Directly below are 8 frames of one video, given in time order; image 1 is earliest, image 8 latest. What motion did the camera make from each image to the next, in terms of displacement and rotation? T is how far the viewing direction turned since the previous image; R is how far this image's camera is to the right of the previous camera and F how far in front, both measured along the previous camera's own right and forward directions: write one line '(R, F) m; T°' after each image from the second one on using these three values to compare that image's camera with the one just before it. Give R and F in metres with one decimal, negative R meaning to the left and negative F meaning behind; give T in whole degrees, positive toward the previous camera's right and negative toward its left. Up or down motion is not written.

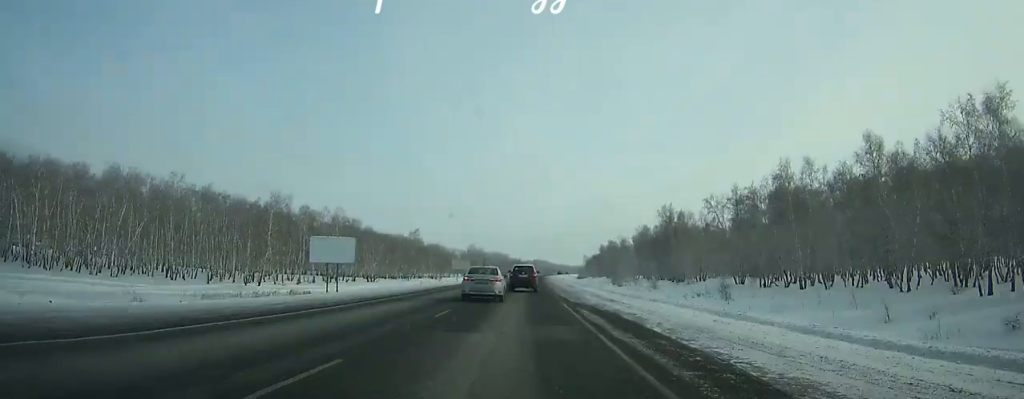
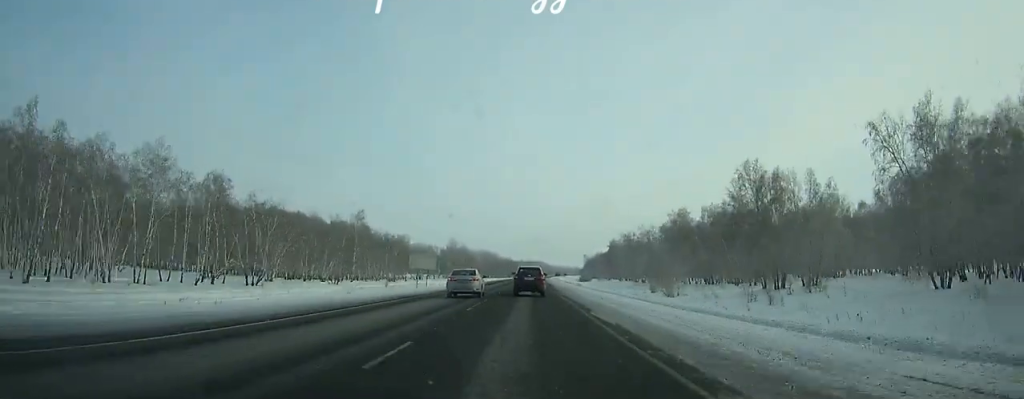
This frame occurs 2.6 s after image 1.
(+0.2, +61.1) m; 0°
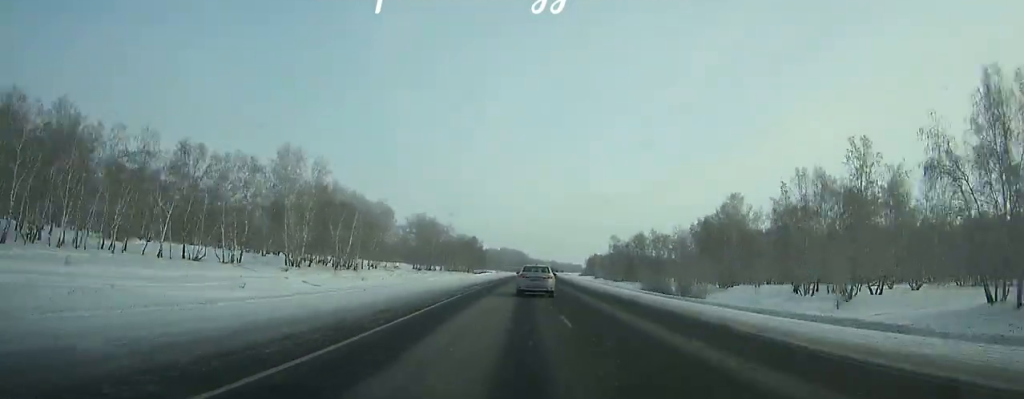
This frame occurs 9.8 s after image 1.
(+3.9, +186.8) m; +4°
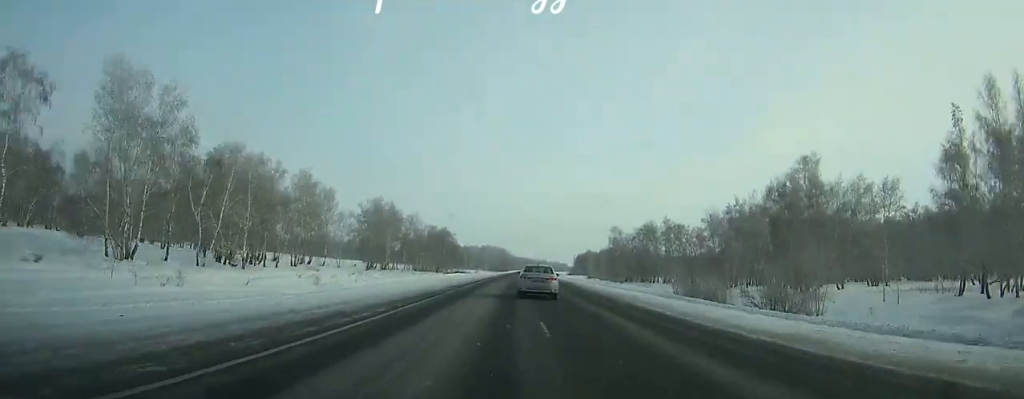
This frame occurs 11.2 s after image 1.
(+0.4, +37.7) m; +1°
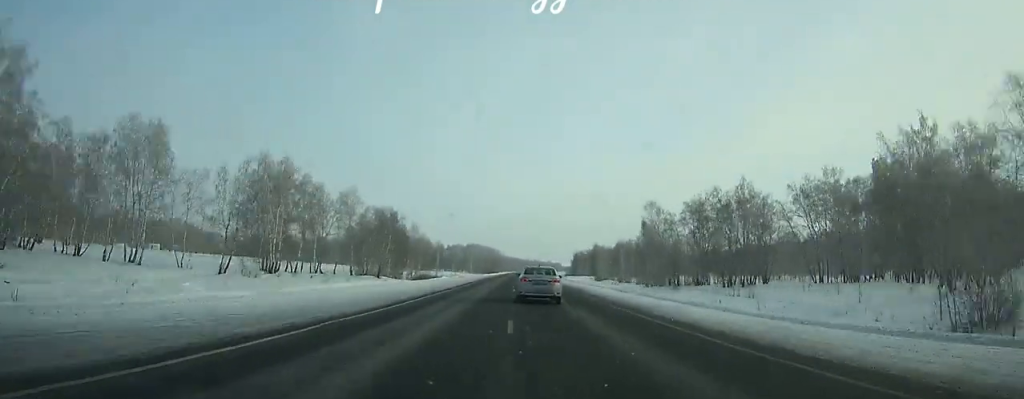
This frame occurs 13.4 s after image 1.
(+0.7, +59.3) m; +1°
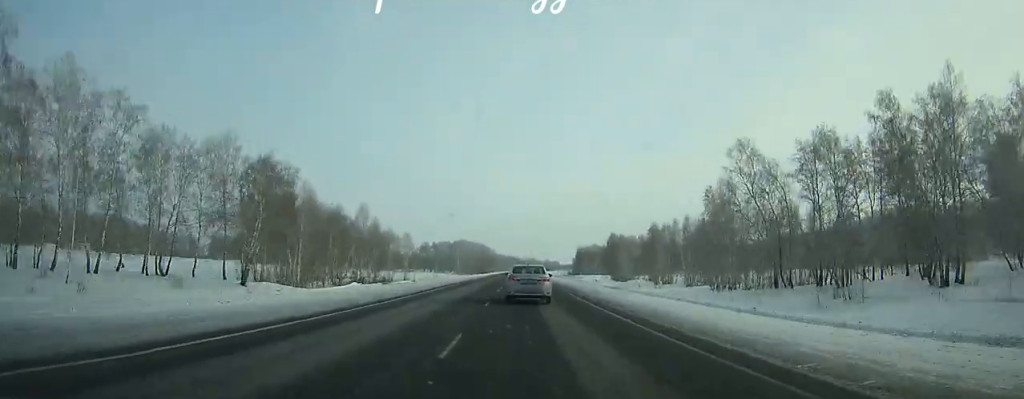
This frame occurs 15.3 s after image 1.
(+0.2, +50.7) m; 0°
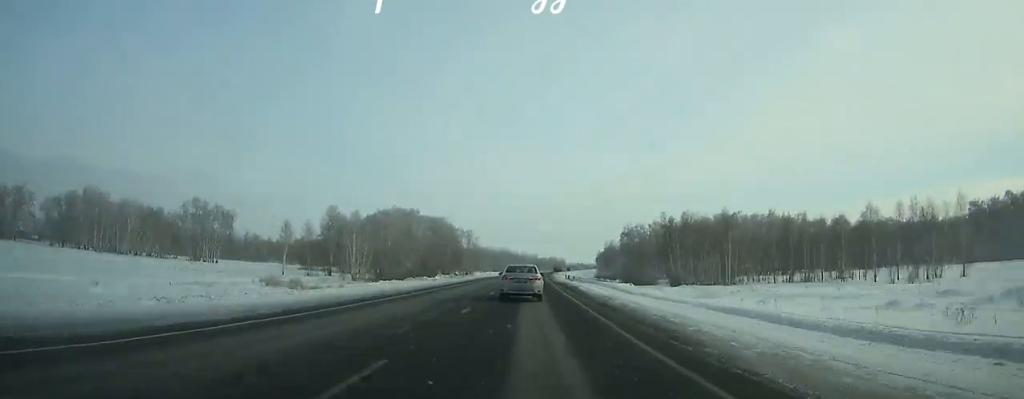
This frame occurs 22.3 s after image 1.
(+0.8, +184.2) m; +1°
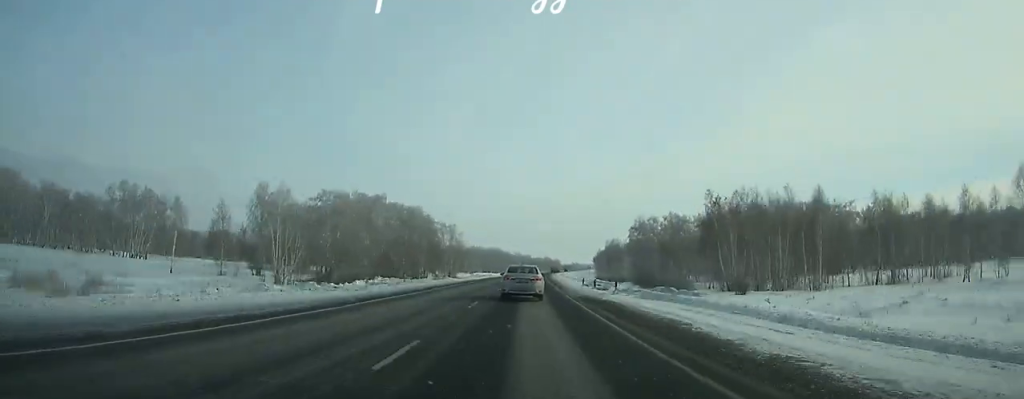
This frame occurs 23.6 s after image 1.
(+0.4, +33.7) m; +1°
